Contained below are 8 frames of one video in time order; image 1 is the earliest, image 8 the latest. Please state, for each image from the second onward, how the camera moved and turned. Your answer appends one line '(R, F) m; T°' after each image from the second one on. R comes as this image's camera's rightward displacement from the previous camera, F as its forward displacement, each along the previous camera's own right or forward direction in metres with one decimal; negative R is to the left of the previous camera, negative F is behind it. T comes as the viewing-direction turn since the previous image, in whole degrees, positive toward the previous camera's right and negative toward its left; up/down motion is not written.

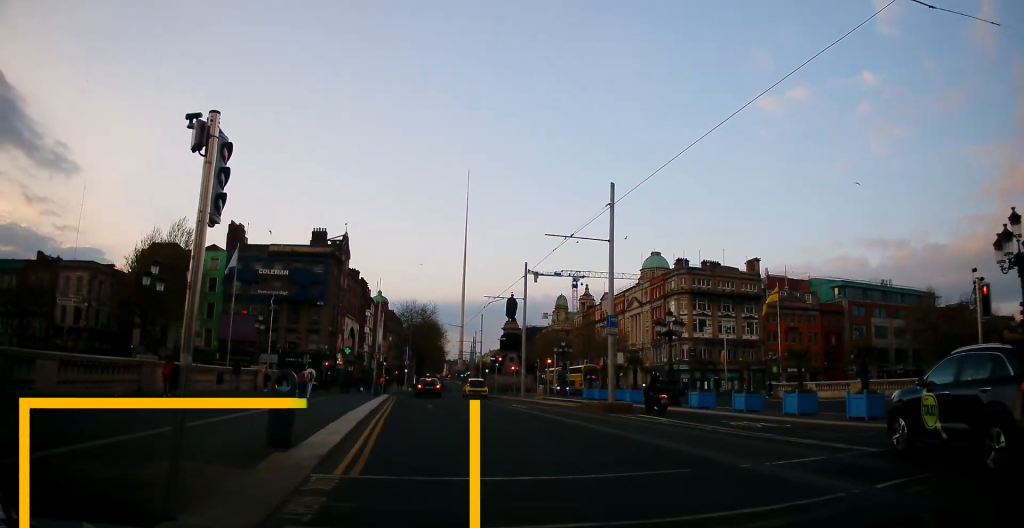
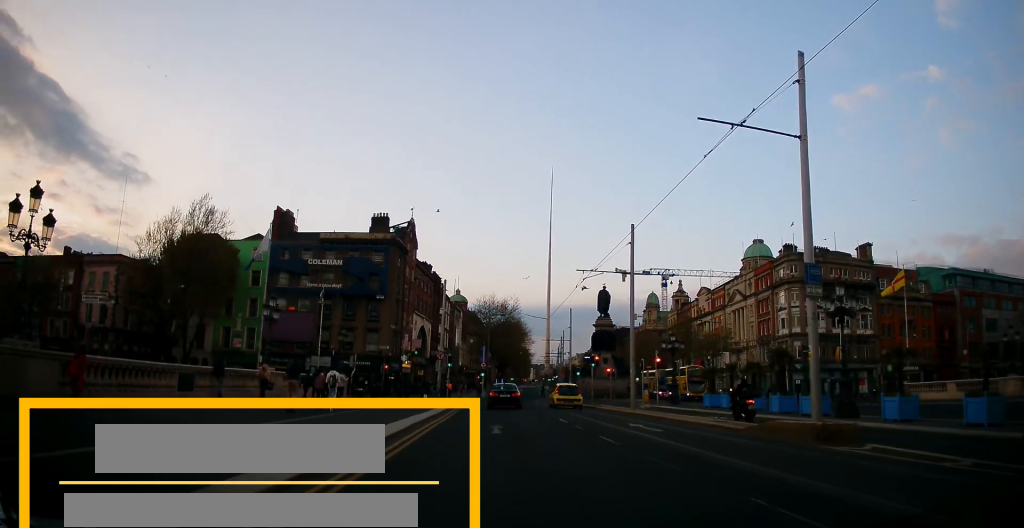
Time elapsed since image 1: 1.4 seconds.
(-0.6, +10.9) m; -4°
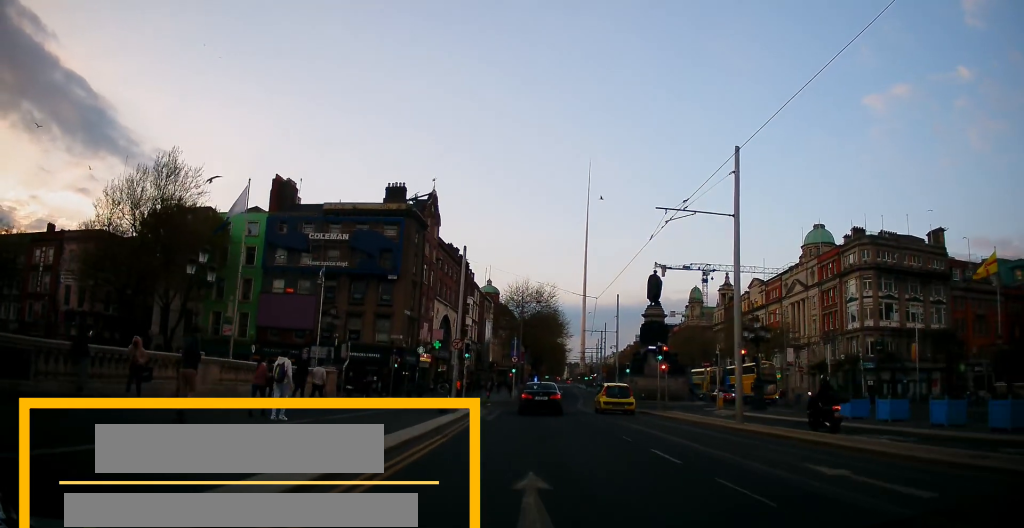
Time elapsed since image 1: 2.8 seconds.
(0.0, +10.4) m; 0°
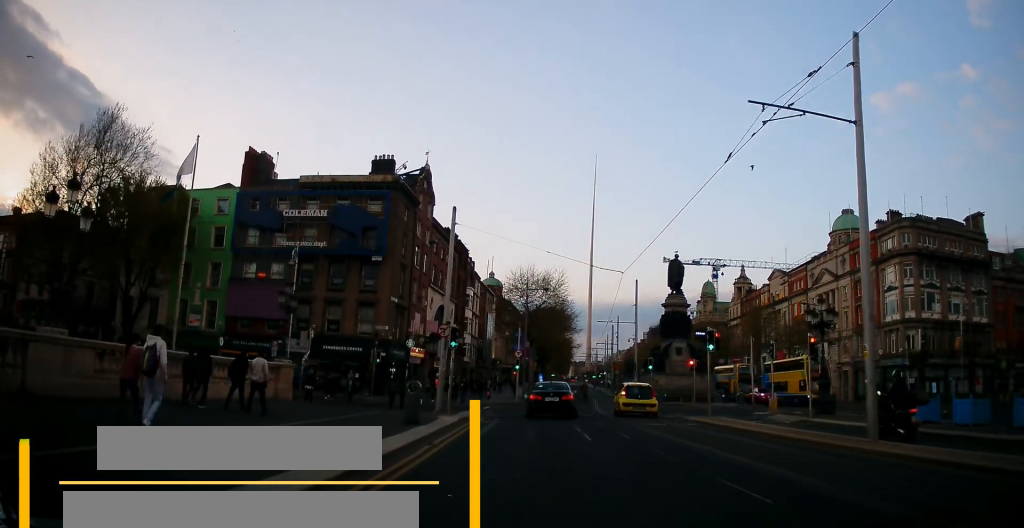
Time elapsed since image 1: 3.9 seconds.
(0.0, +7.6) m; 0°
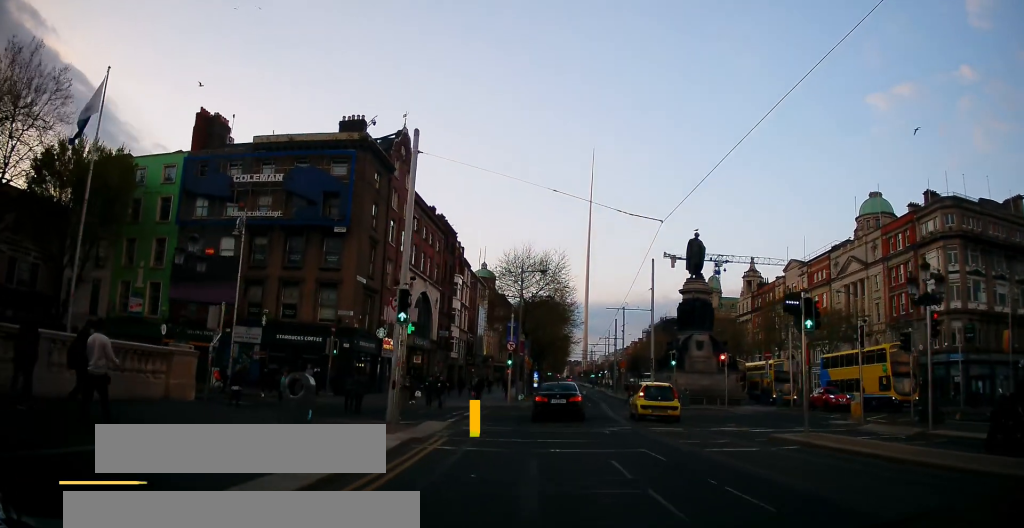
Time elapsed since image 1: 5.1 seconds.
(0.0, +8.4) m; -1°
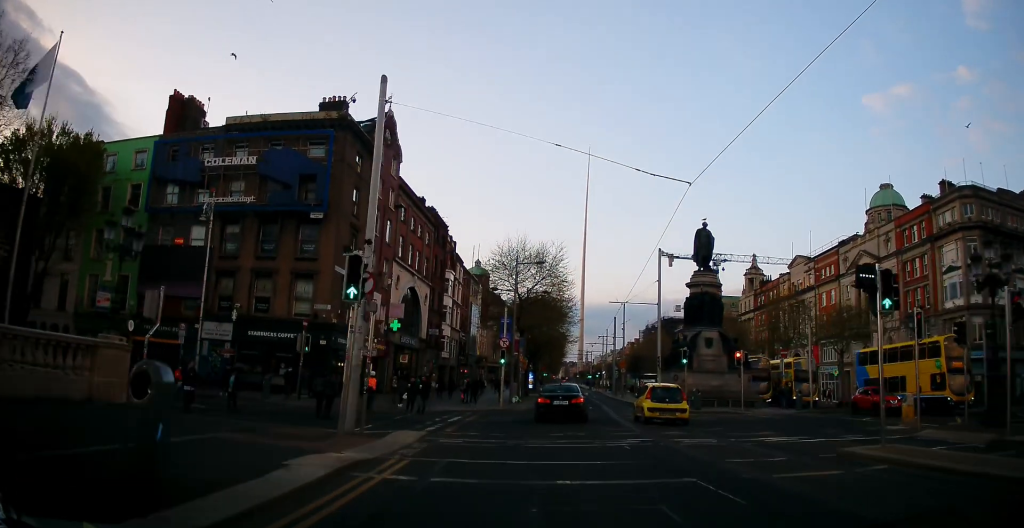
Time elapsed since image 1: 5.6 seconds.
(0.0, +3.5) m; -1°
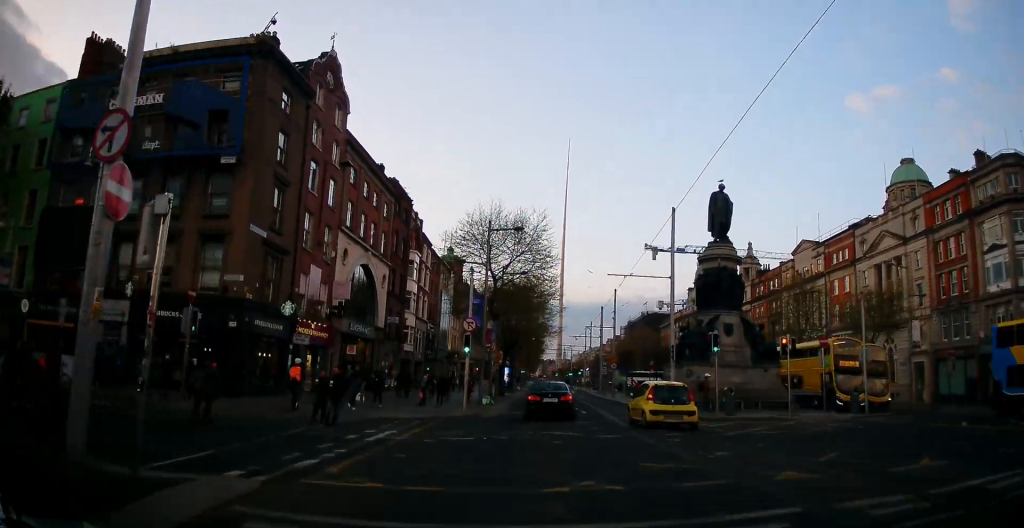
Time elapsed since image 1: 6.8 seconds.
(-0.1, +8.3) m; +1°
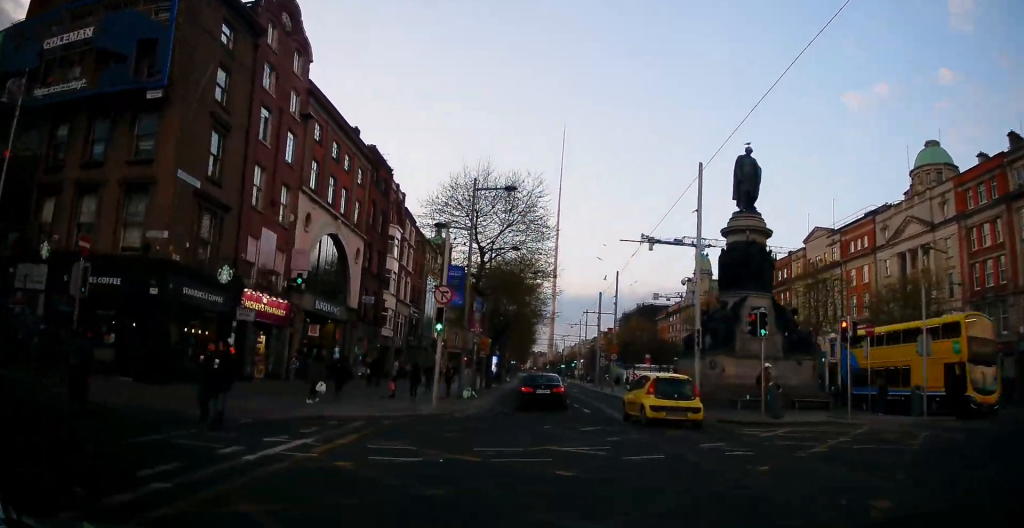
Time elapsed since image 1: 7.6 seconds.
(+0.2, +5.4) m; +2°
